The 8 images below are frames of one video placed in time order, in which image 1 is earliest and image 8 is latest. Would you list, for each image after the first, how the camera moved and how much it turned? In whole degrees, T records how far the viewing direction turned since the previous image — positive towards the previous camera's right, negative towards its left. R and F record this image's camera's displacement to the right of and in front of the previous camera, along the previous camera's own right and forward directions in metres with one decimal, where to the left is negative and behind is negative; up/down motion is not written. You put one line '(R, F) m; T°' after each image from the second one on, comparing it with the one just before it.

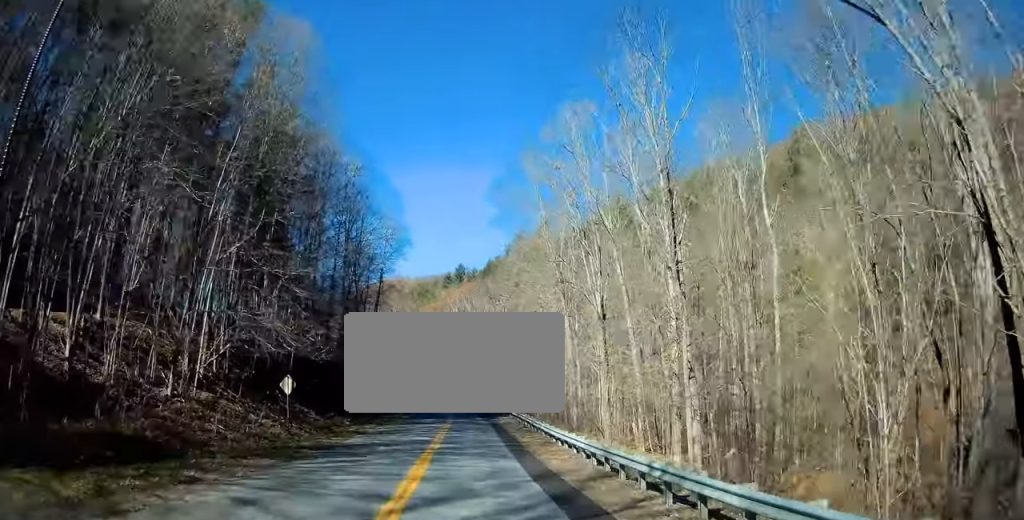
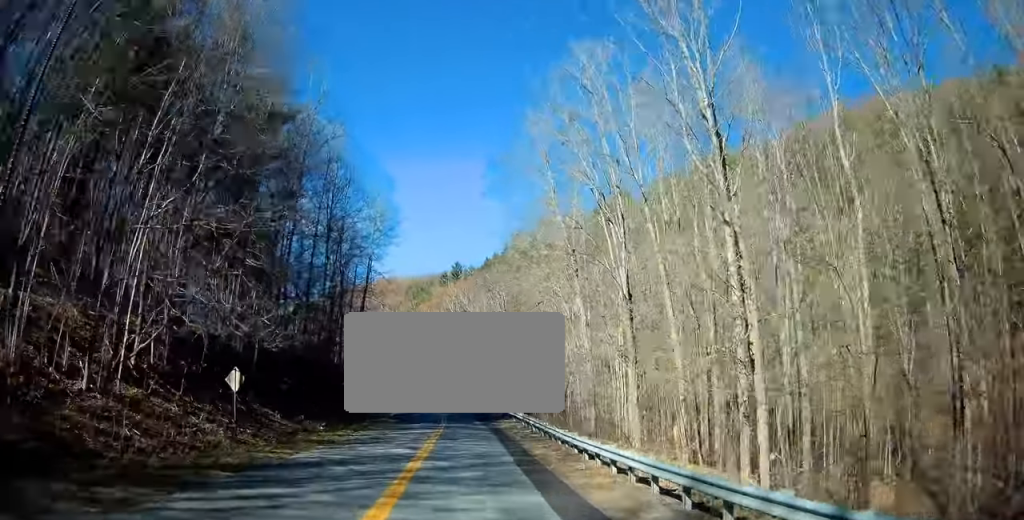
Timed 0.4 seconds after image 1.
(+0.1, +6.8) m; -1°
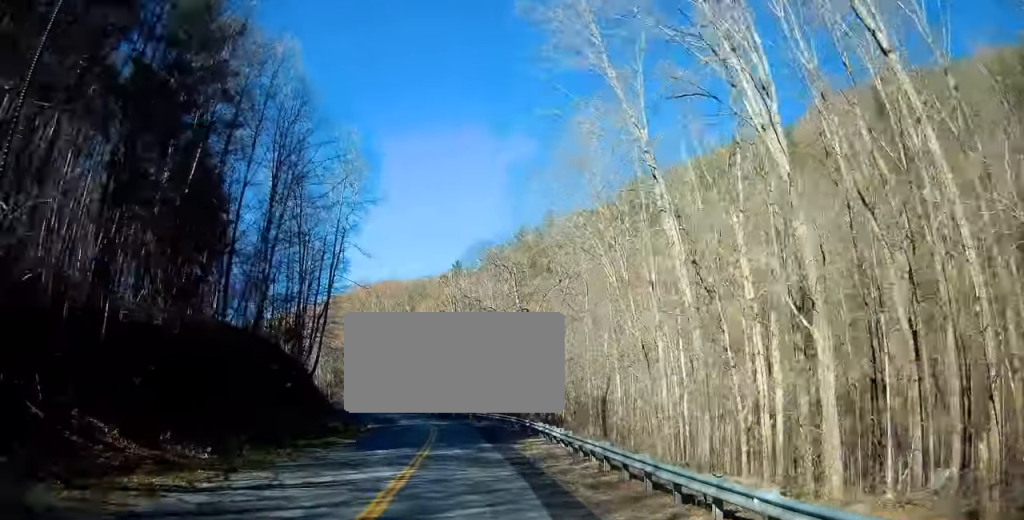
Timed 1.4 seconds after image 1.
(-0.4, +16.3) m; -2°
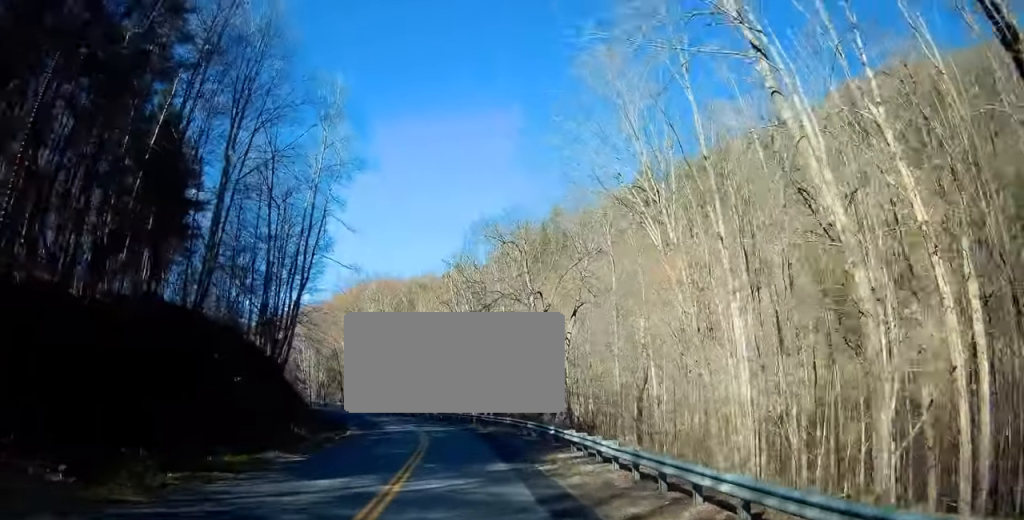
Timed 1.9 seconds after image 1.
(-0.1, +8.2) m; -1°
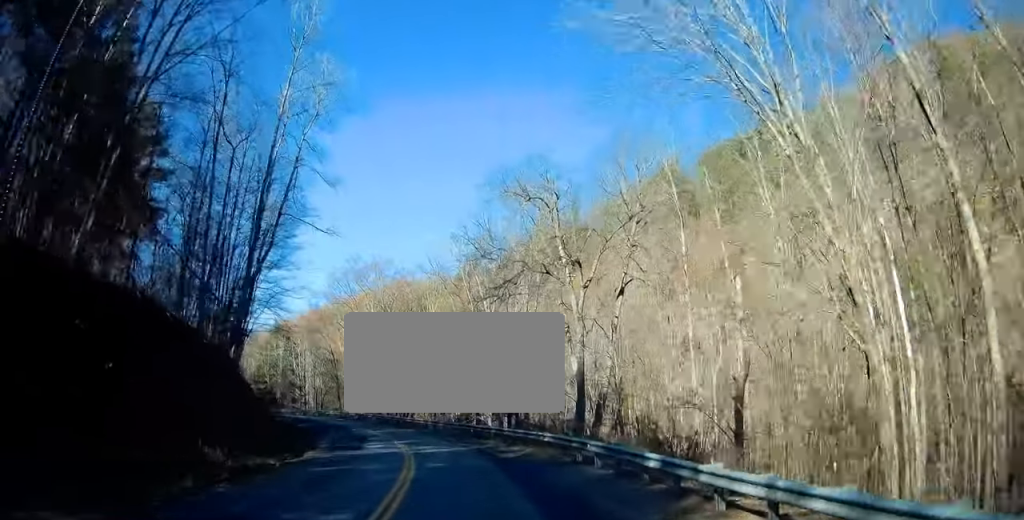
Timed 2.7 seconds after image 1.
(+0.1, +11.4) m; -2°
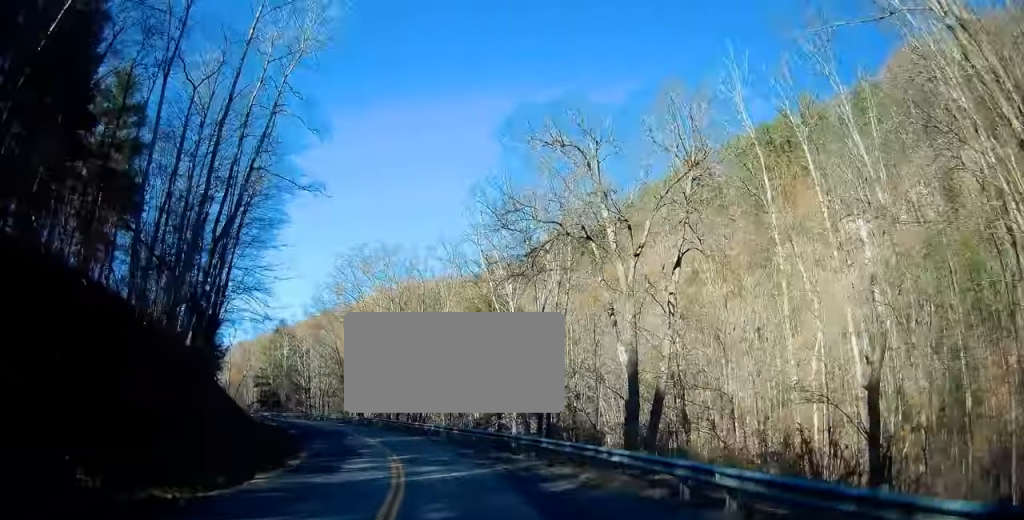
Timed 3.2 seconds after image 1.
(-0.4, +7.7) m; -3°
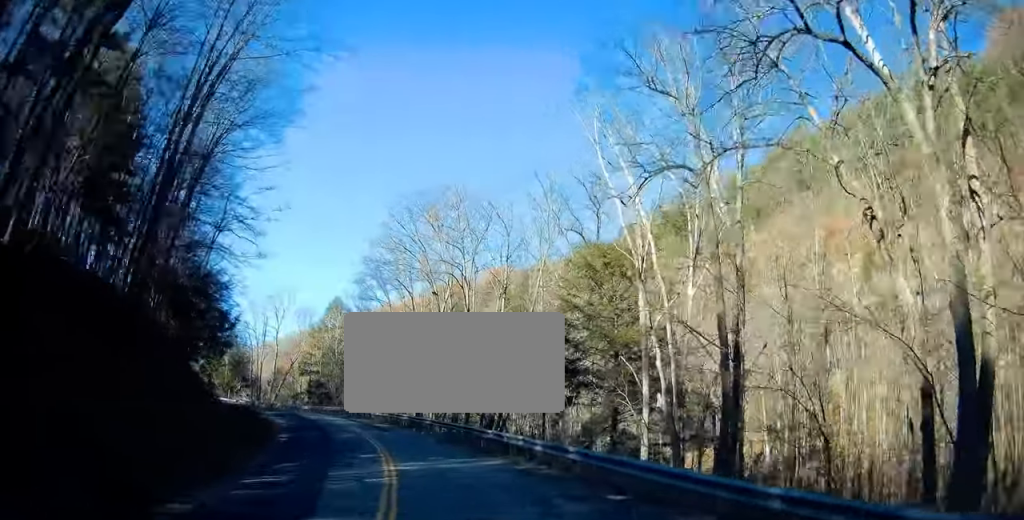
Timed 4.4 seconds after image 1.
(-0.9, +17.3) m; -9°
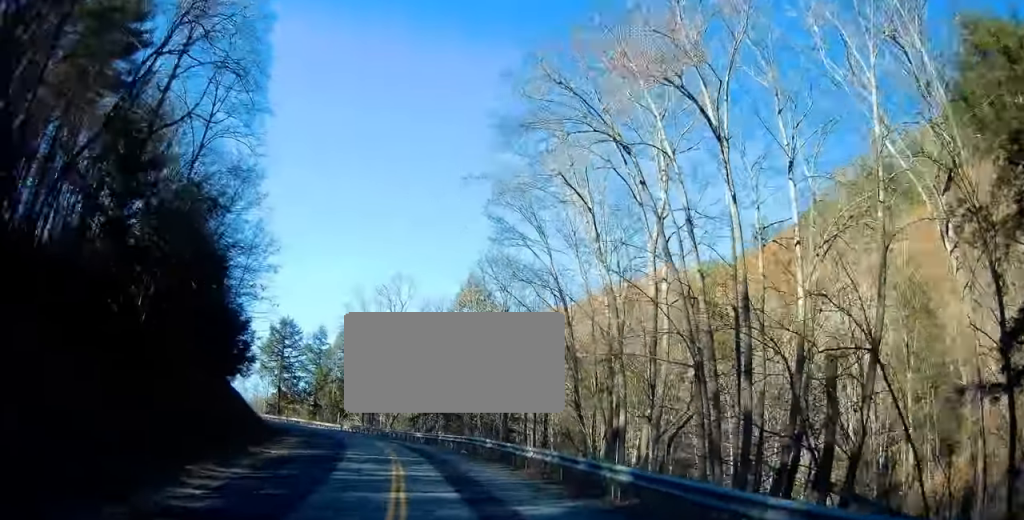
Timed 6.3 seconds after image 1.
(-3.8, +26.3) m; -14°
